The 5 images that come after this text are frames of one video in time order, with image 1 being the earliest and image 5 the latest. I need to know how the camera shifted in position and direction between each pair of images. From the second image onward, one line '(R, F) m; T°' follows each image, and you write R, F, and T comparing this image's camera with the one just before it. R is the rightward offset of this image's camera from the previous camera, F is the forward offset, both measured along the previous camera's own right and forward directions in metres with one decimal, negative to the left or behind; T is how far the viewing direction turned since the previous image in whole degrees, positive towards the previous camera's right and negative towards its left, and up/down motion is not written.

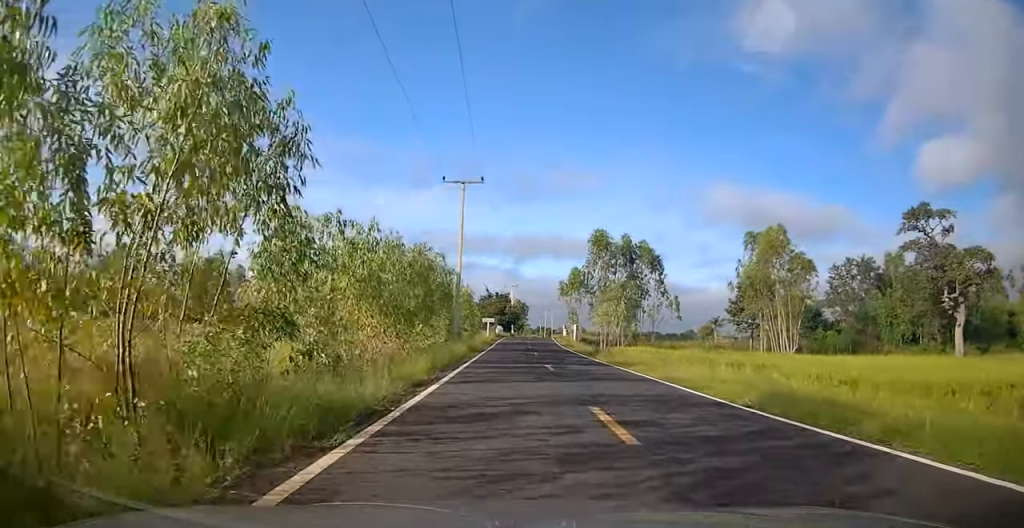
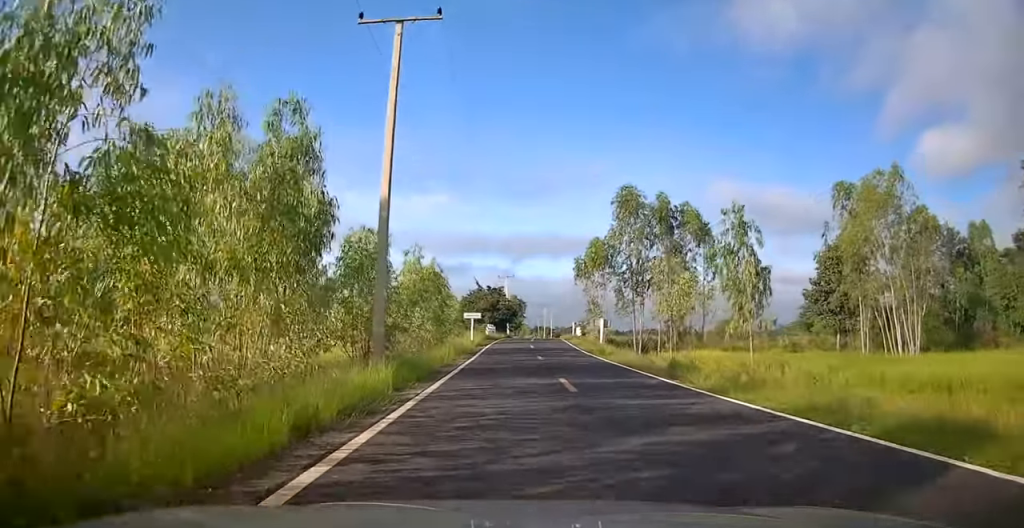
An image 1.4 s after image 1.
(+0.4, +18.8) m; +1°
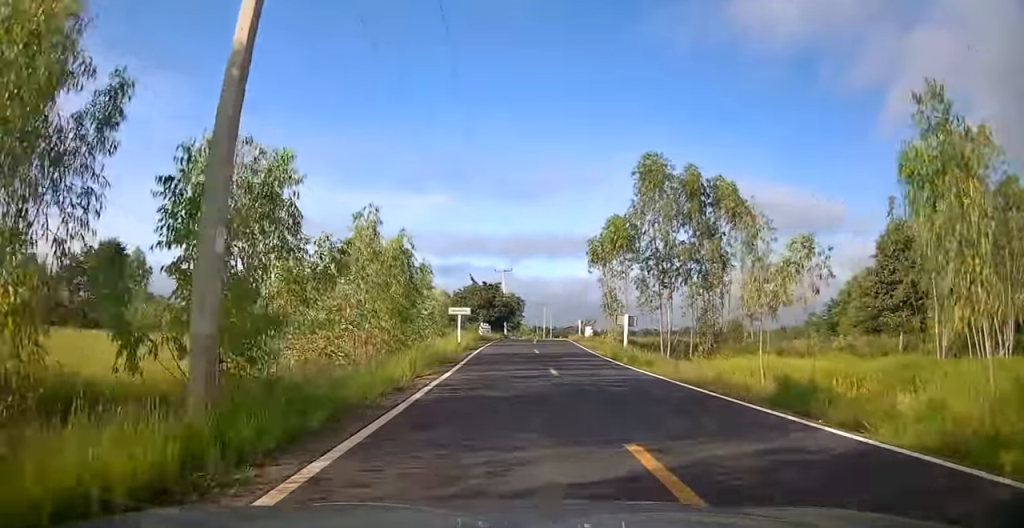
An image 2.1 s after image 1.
(-0.1, +8.7) m; 0°
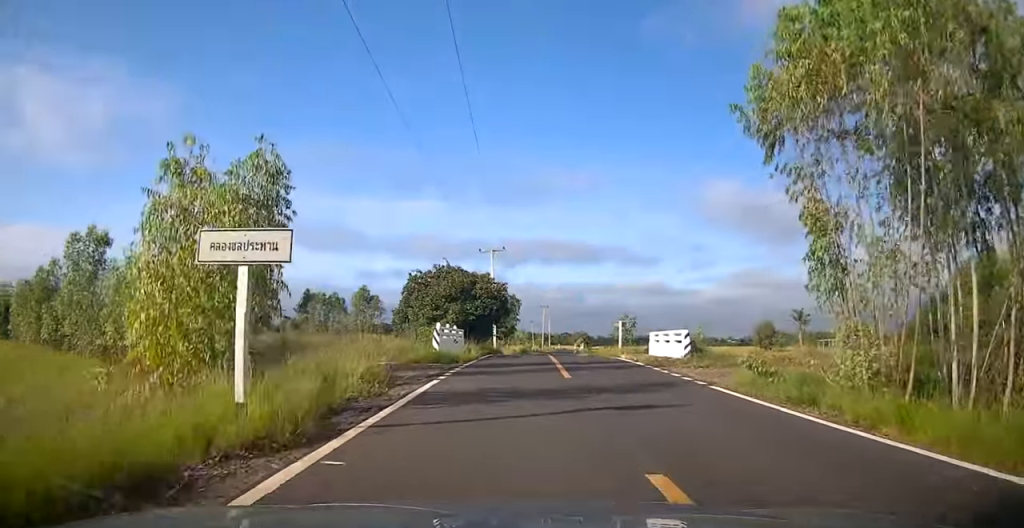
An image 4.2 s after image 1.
(+0.4, +26.0) m; +1°
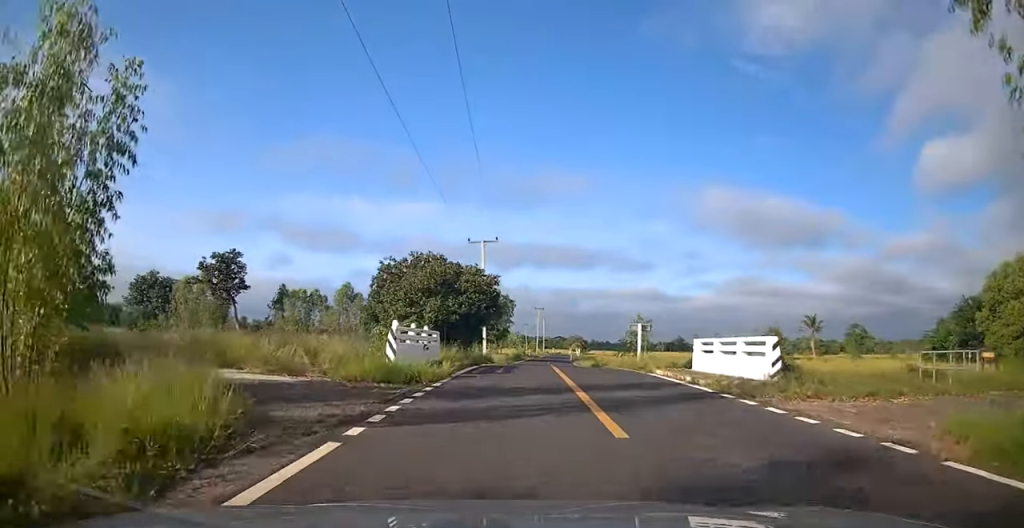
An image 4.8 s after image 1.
(-0.2, +7.4) m; -1°
